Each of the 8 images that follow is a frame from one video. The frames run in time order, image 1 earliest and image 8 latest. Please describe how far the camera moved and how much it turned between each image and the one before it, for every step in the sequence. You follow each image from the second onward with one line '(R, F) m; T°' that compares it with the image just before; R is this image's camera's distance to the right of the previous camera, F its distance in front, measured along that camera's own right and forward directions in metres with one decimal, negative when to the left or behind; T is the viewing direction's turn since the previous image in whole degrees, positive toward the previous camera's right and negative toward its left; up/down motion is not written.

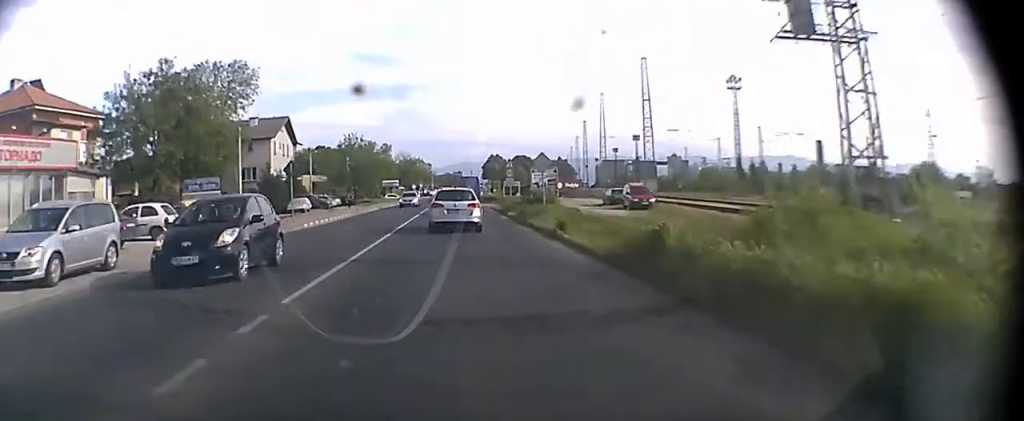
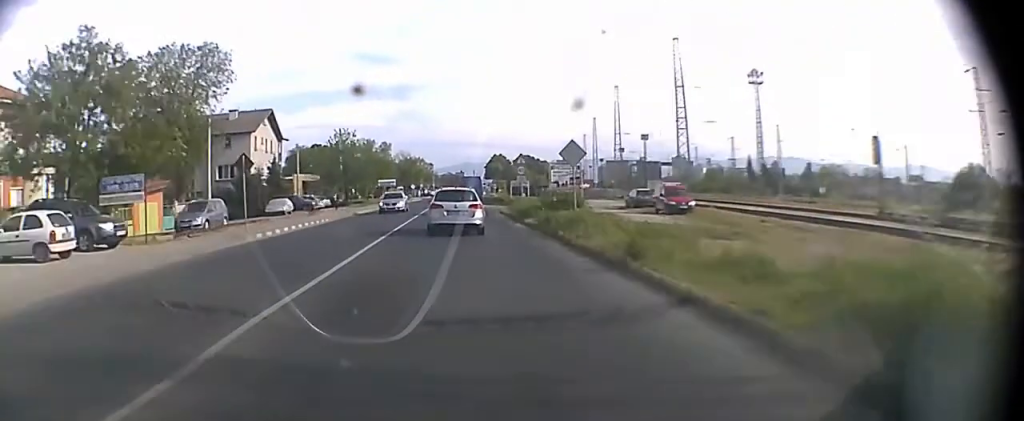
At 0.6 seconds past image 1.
(+0.1, +7.5) m; 0°
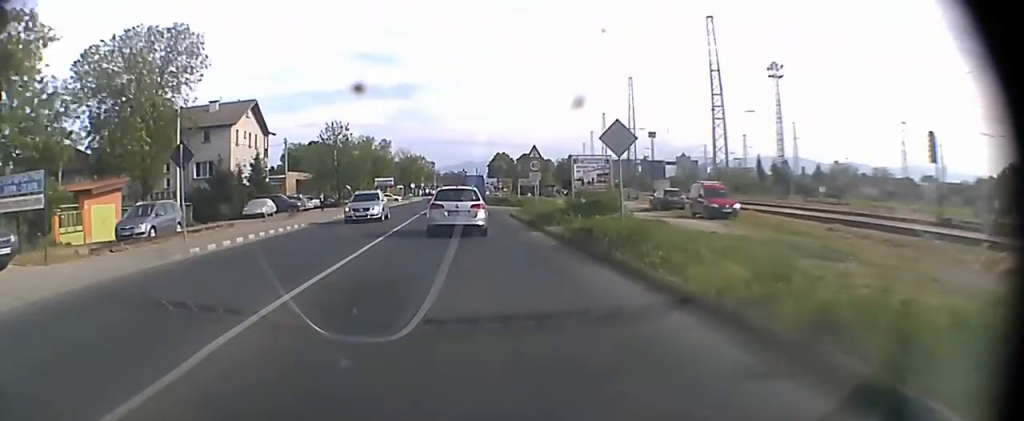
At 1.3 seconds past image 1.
(0.0, +8.4) m; 0°
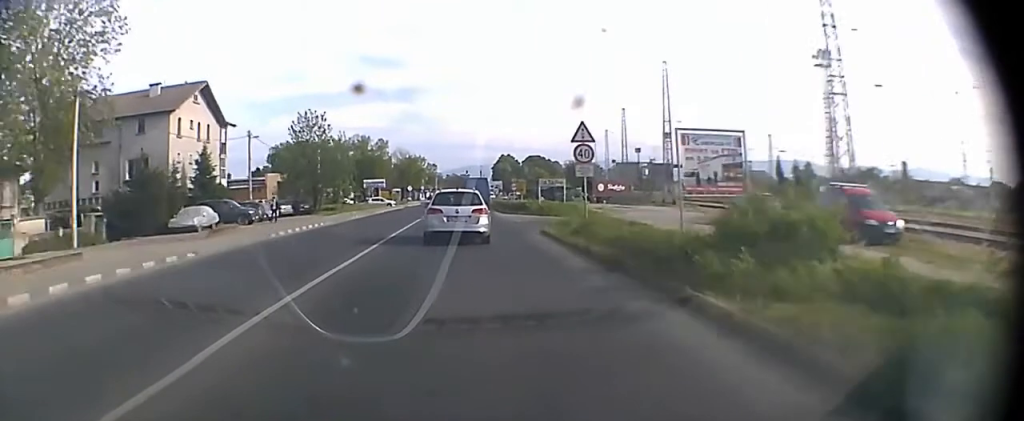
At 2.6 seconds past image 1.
(-0.1, +14.6) m; -1°
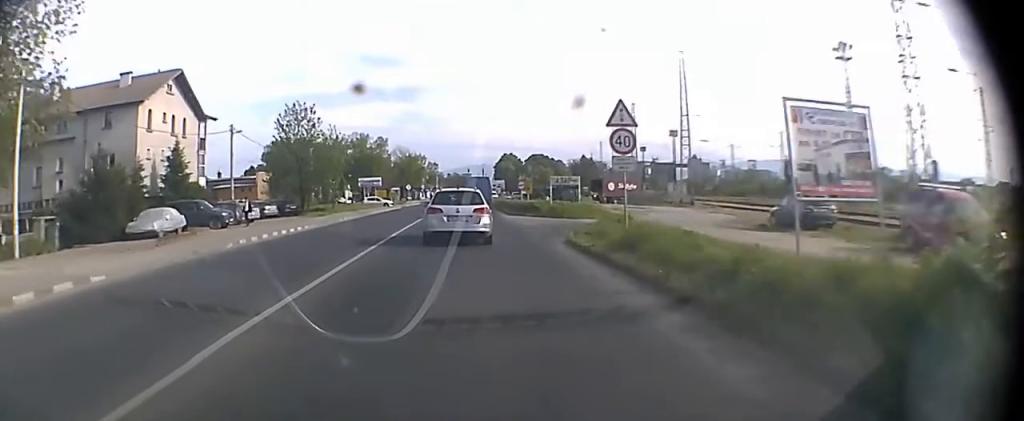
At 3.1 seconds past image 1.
(0.0, +5.5) m; 0°
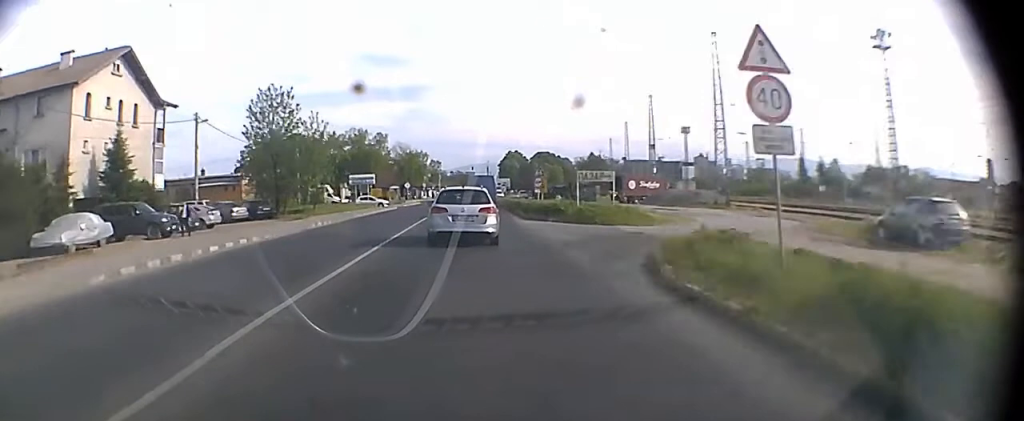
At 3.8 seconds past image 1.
(0.0, +7.6) m; 0°
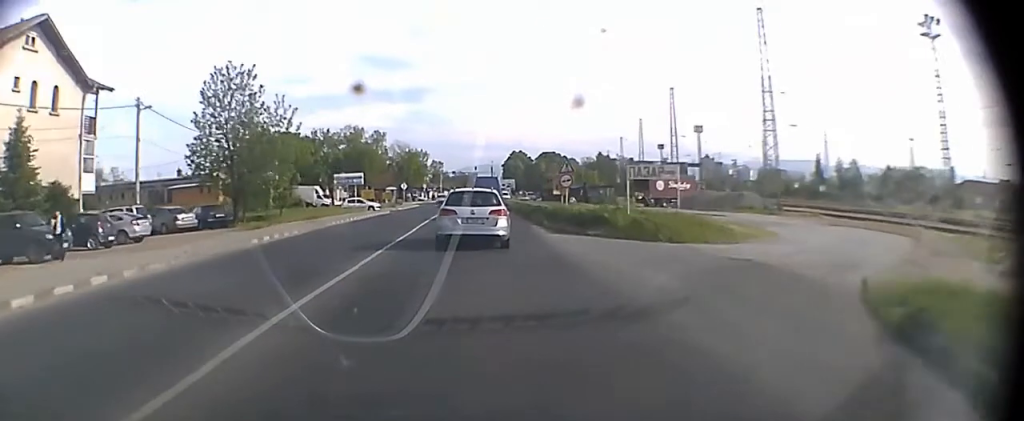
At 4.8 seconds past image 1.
(0.0, +10.9) m; 0°
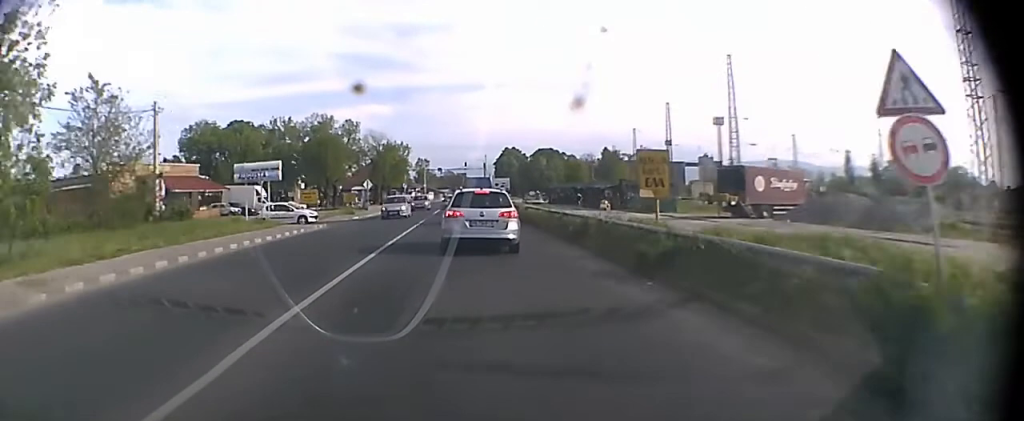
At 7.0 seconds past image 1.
(0.0, +23.9) m; +1°
